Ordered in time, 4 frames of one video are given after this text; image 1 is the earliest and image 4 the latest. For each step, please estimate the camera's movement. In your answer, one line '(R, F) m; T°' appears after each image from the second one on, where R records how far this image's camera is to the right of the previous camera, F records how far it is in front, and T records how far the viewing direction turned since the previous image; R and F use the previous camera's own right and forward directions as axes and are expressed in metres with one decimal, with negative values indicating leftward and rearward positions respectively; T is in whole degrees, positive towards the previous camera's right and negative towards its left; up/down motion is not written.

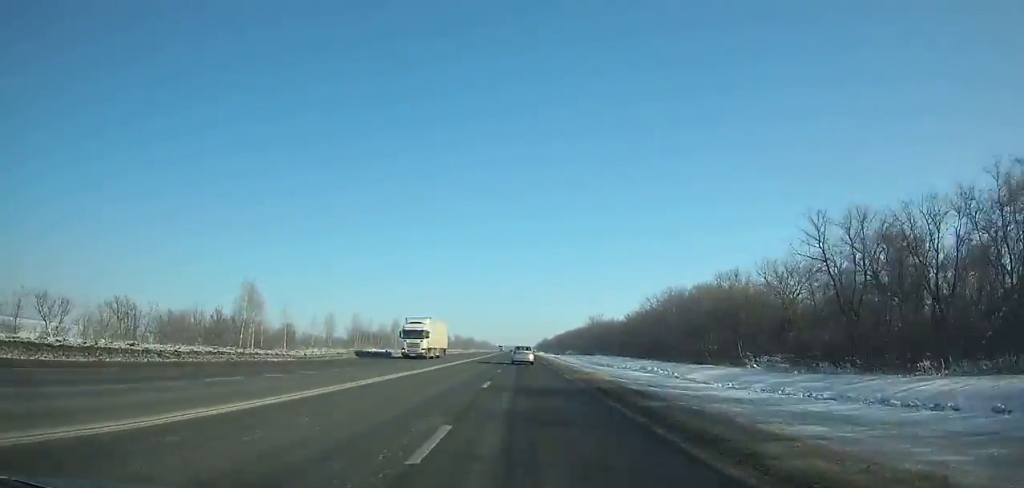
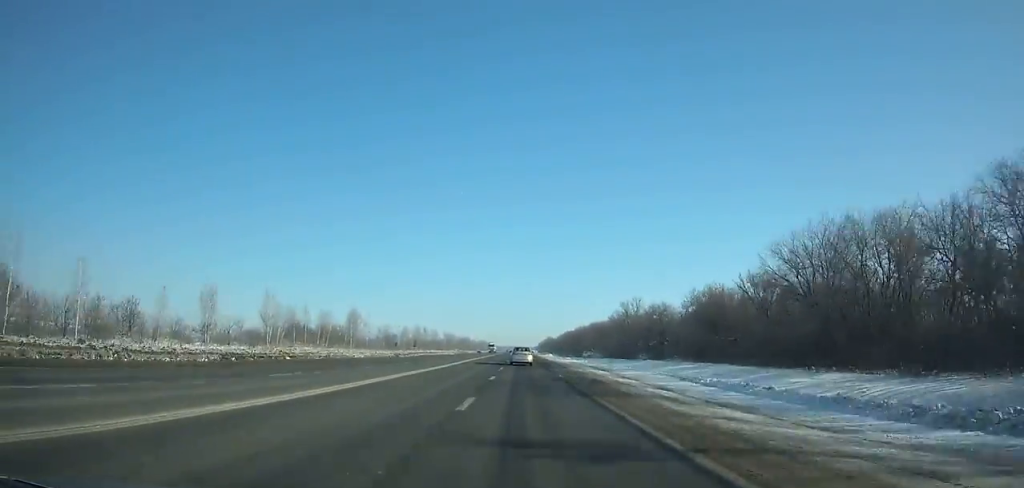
(0.0, +54.4) m; 0°
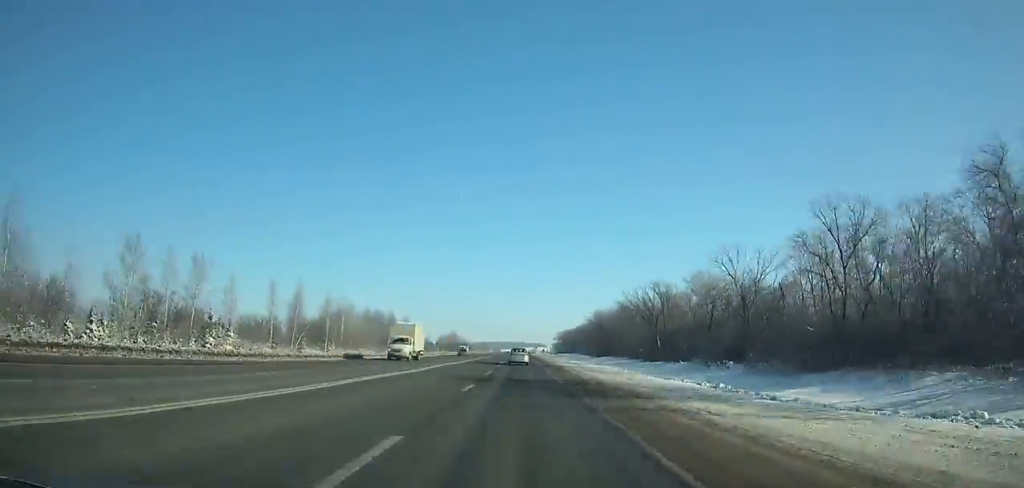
(+2.1, +494.3) m; 0°
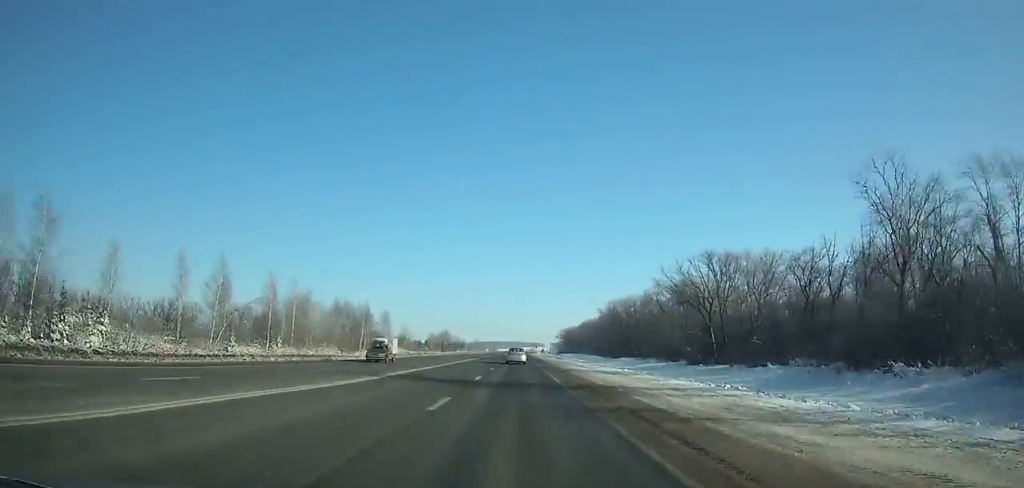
(-0.1, +29.5) m; 0°
